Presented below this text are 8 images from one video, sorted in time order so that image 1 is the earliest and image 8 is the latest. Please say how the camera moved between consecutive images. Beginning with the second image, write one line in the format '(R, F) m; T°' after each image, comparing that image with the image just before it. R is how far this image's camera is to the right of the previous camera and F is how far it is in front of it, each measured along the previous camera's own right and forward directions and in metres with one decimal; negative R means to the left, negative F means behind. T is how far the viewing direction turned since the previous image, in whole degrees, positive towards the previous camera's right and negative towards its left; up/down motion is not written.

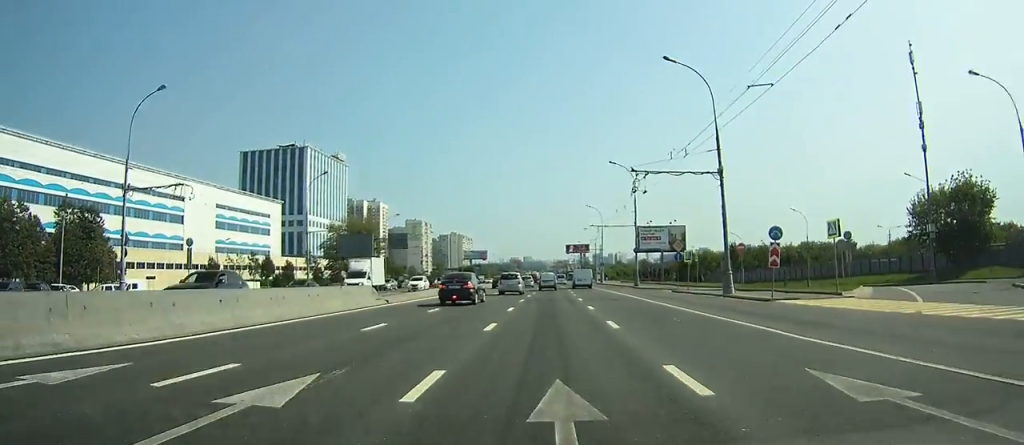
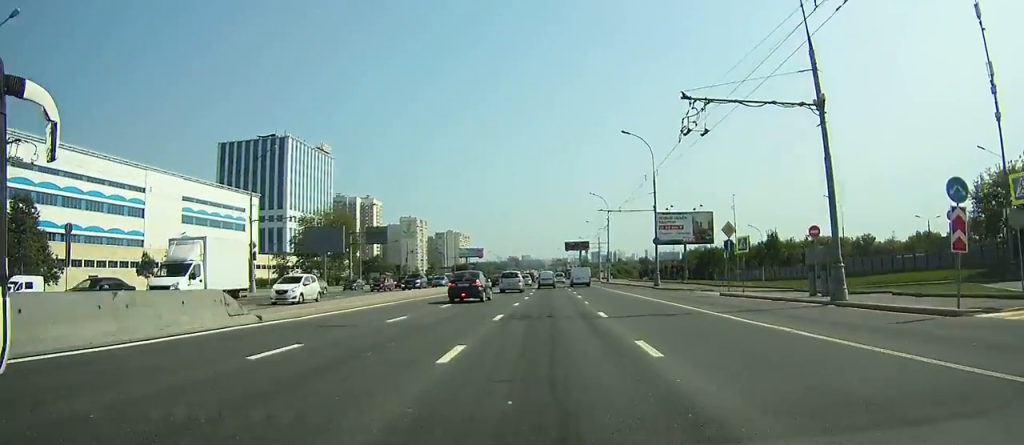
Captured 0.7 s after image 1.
(0.0, +13.4) m; 0°
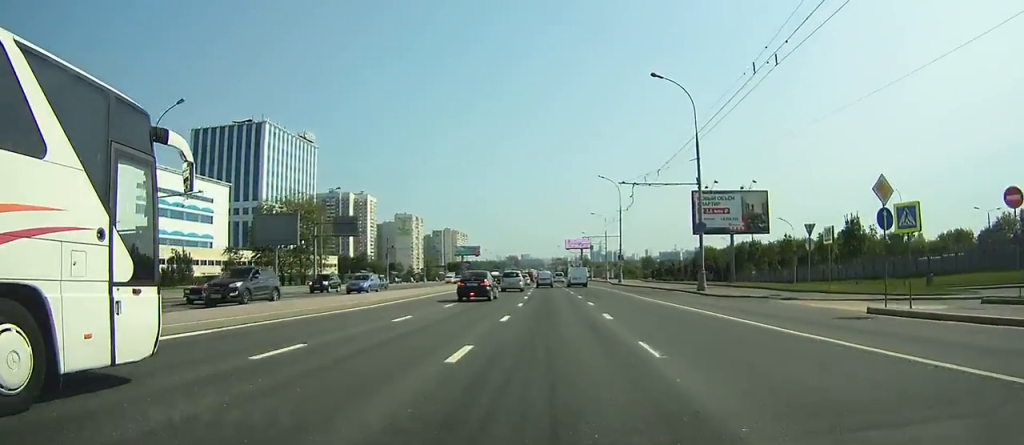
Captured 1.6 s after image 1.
(0.0, +15.9) m; 0°
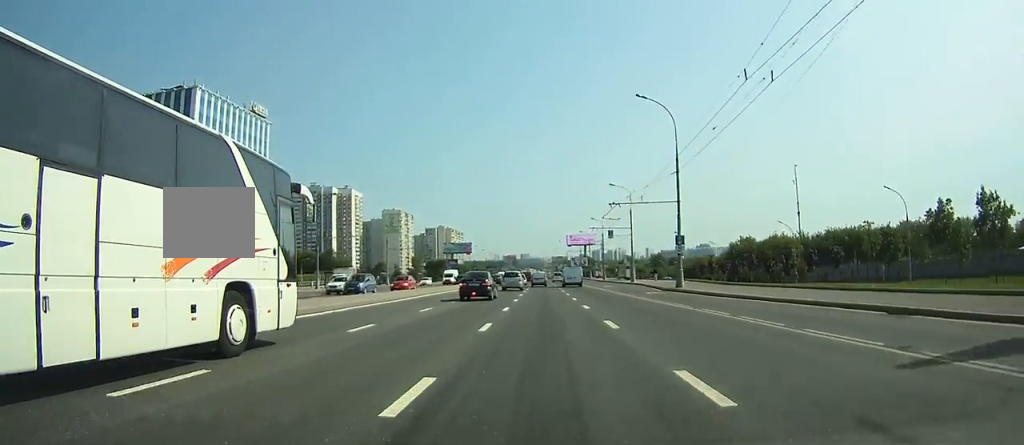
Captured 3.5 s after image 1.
(0.0, +35.1) m; 0°
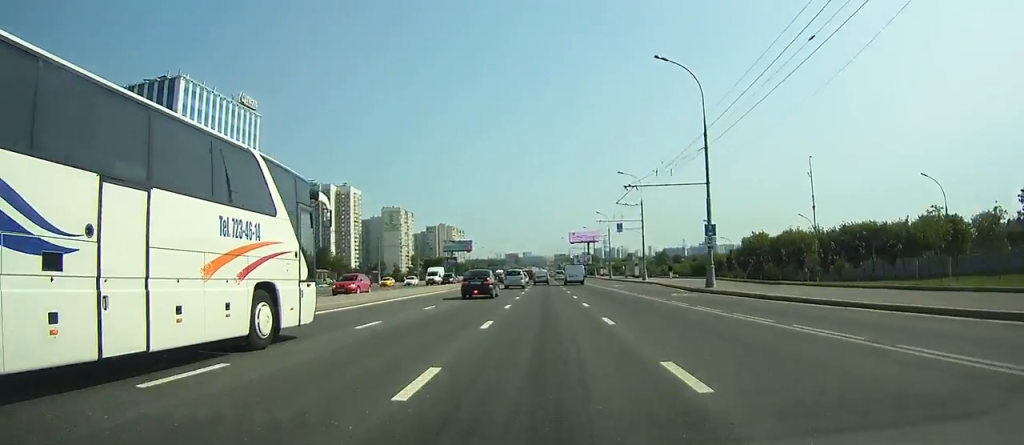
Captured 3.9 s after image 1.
(0.0, +7.4) m; 0°
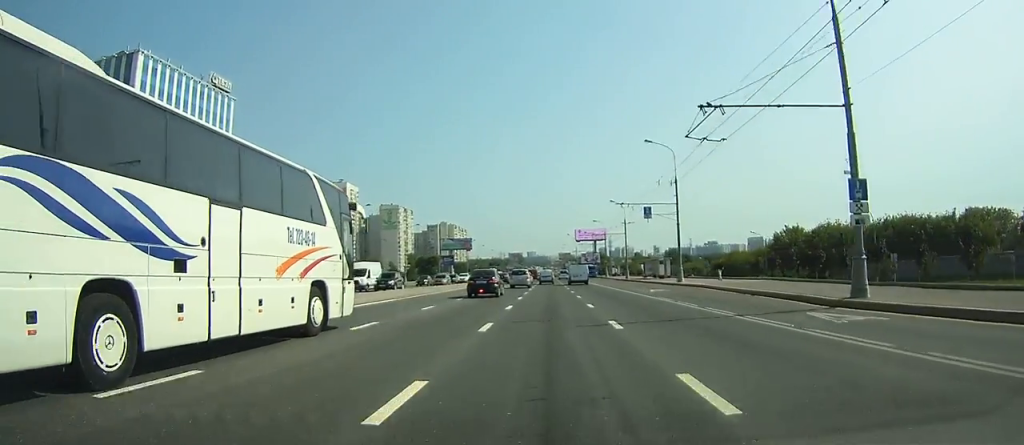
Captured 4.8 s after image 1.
(0.0, +16.8) m; 0°
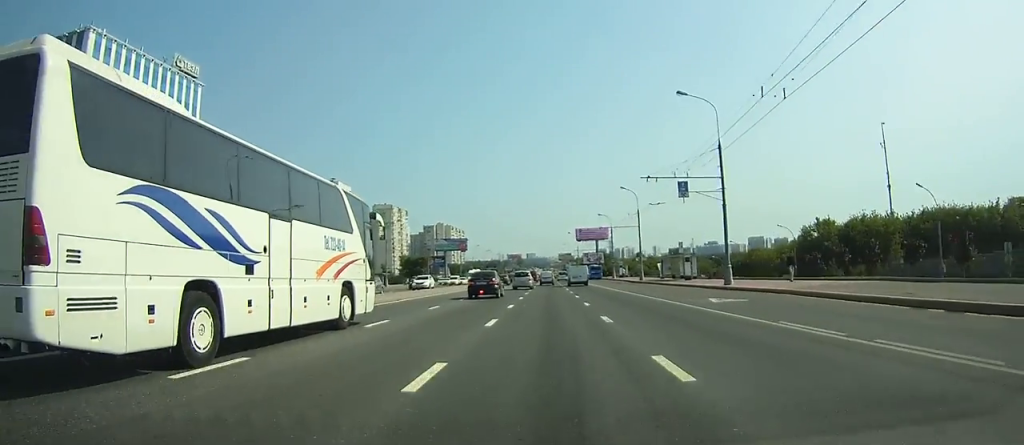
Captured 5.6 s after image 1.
(0.0, +14.3) m; 0°
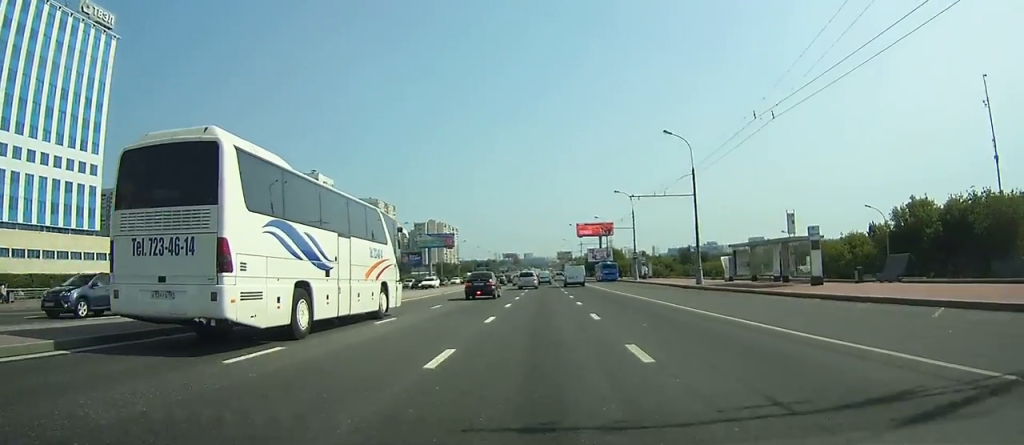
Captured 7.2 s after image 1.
(+0.2, +29.9) m; +1°
